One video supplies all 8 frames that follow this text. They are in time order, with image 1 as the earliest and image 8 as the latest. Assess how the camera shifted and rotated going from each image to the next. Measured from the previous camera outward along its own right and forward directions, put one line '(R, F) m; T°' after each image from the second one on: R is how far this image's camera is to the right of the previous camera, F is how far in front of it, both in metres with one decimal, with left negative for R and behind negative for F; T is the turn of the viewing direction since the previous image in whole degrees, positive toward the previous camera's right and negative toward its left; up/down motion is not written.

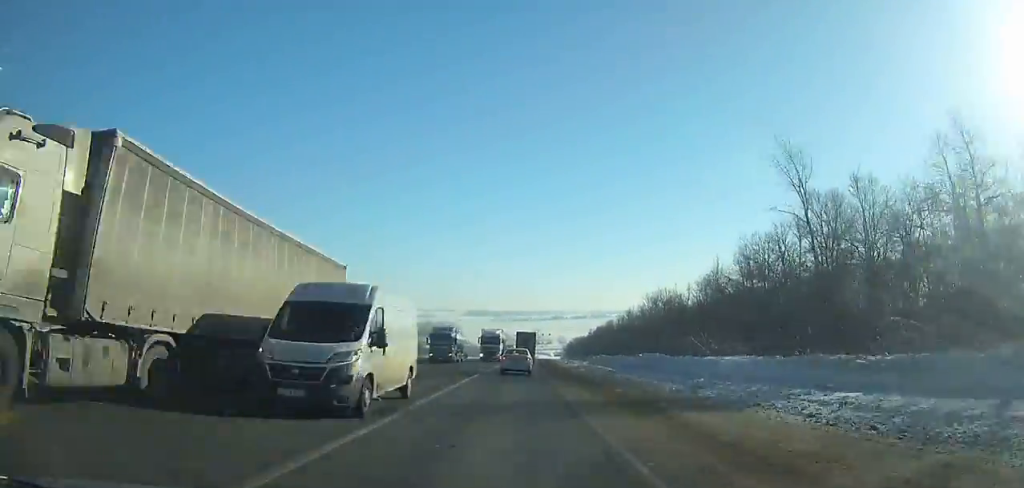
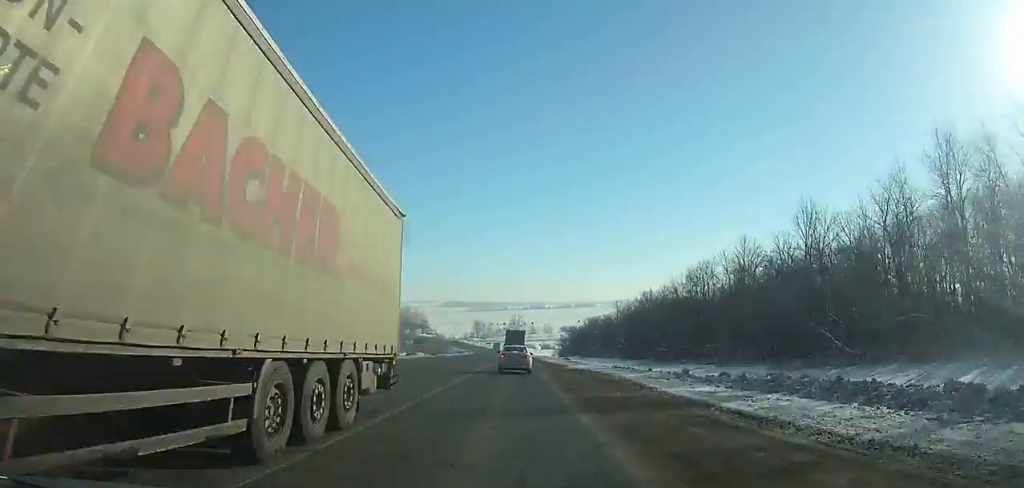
(+2.4, +135.7) m; +1°
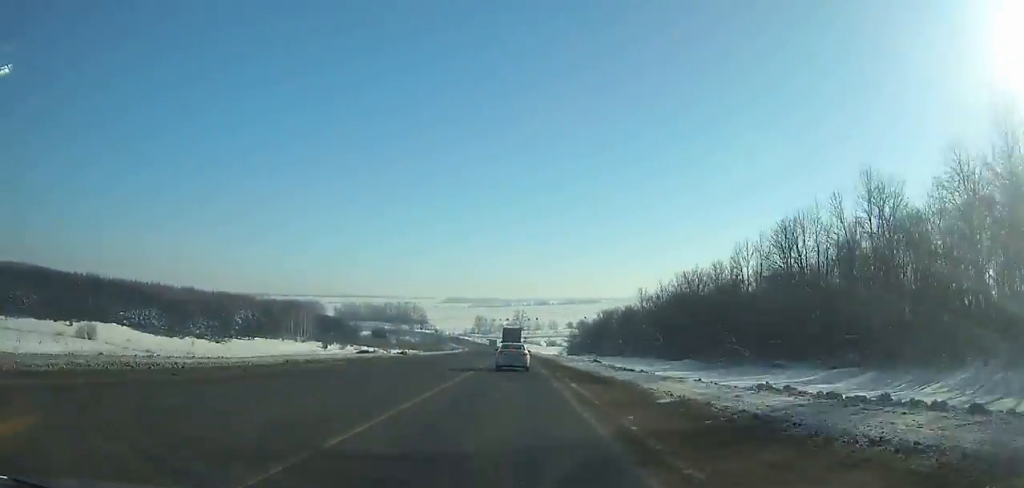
(+0.2, +31.7) m; 0°
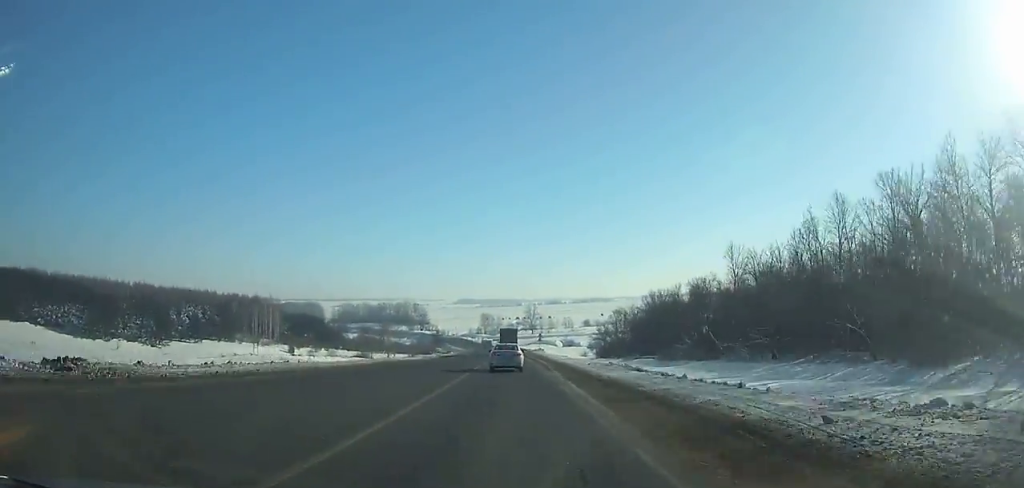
(-0.7, +59.0) m; -1°
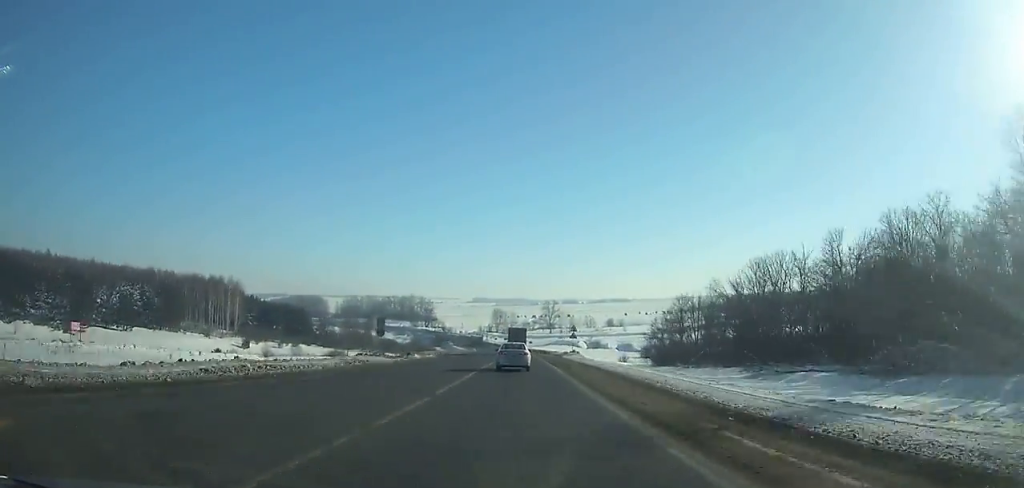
(-0.5, +54.2) m; -1°
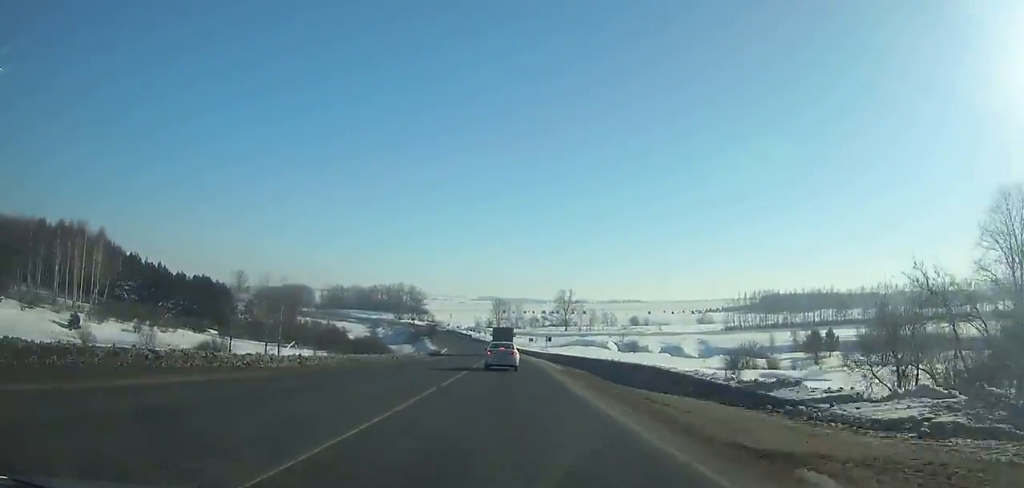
(-0.9, +80.6) m; -2°
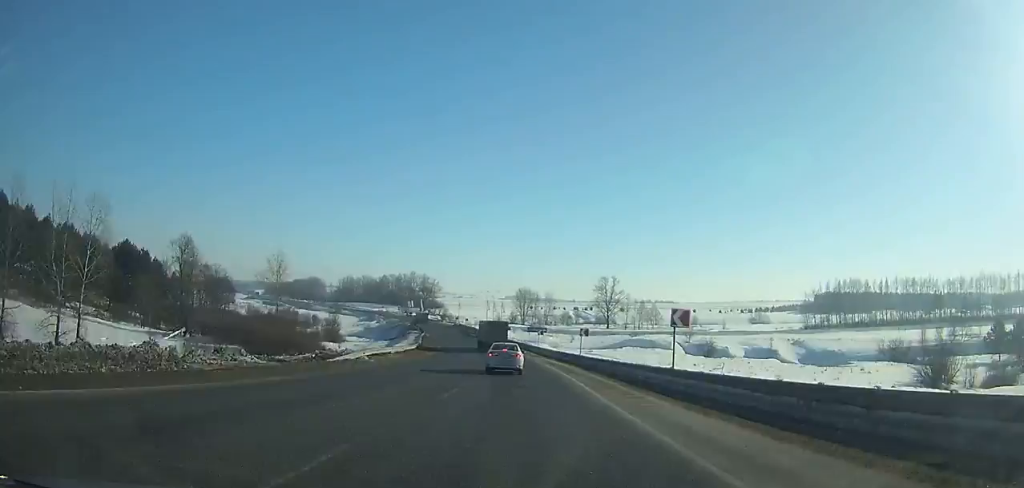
(-0.8, +56.6) m; -3°
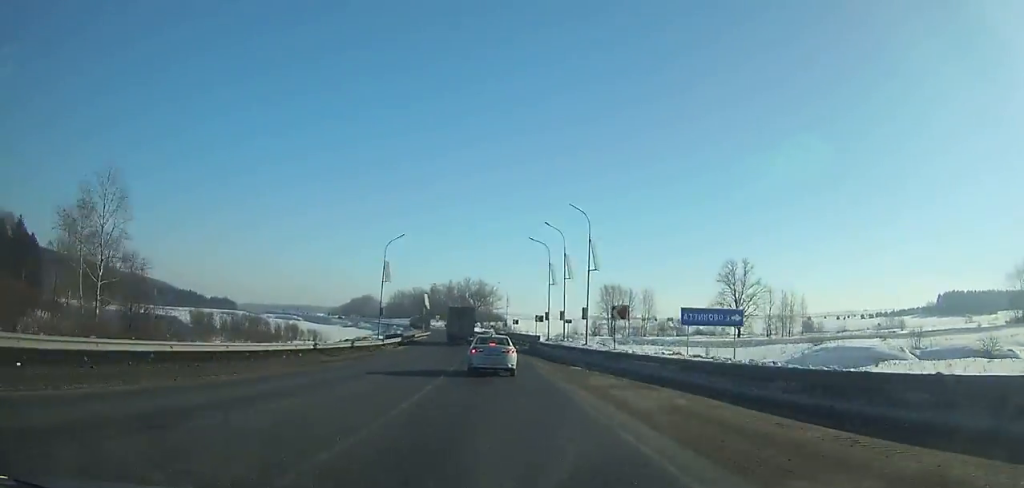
(-3.9, +71.8) m; -6°
